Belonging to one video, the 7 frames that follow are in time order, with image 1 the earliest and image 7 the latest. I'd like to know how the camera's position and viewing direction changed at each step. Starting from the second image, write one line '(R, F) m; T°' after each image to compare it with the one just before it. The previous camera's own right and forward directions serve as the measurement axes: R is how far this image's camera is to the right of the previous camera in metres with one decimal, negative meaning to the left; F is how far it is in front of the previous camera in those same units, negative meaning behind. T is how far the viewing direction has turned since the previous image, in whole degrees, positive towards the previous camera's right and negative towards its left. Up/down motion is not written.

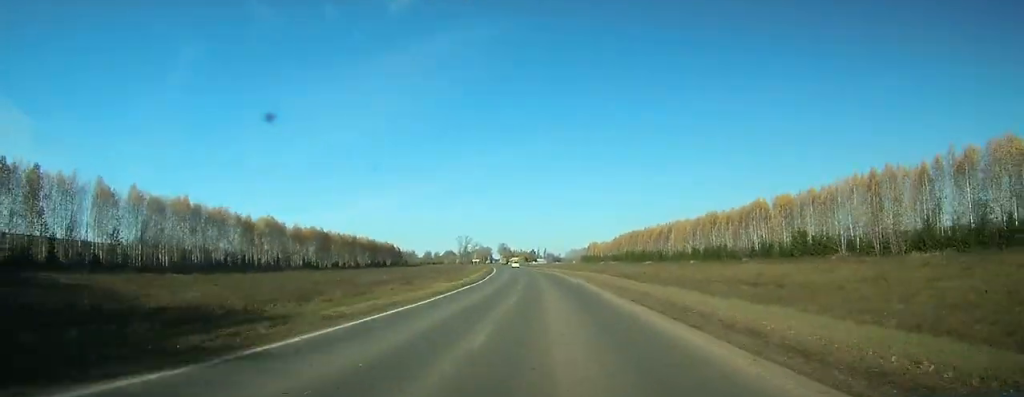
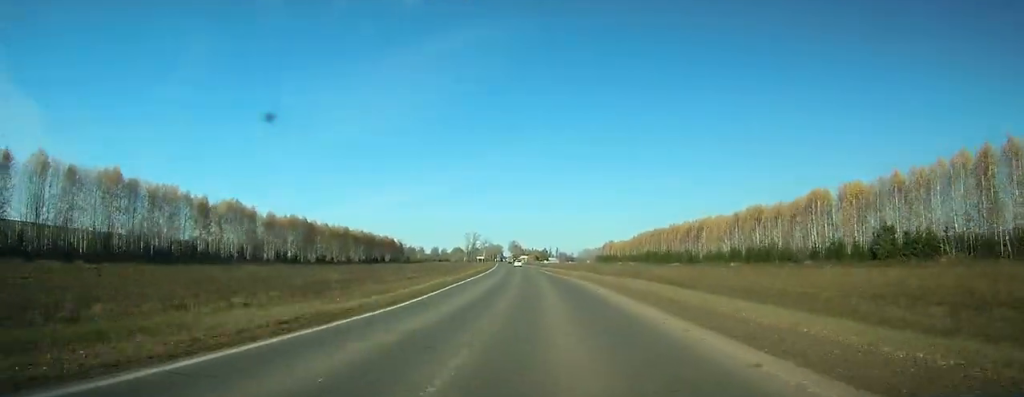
(-0.2, +25.3) m; -1°
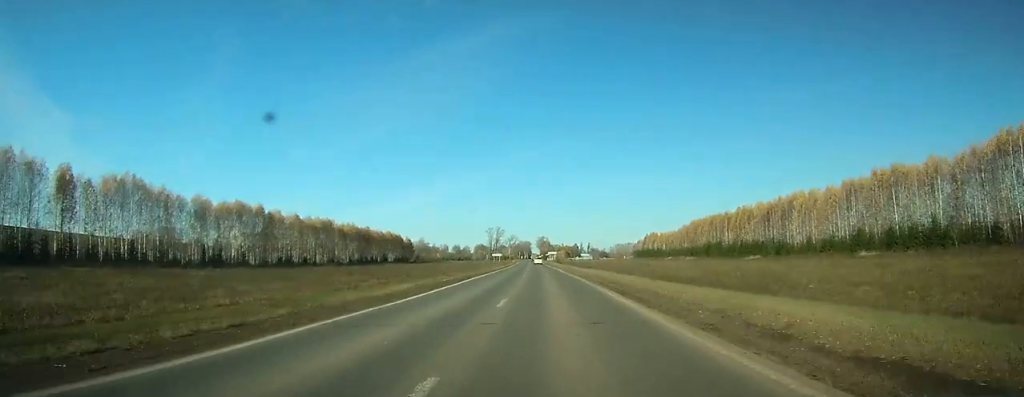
(-0.5, +45.0) m; -1°
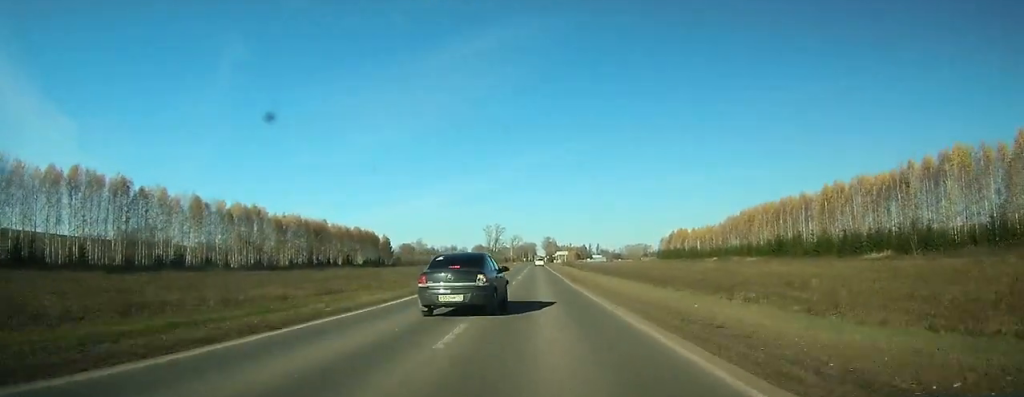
(-0.7, +49.0) m; -1°
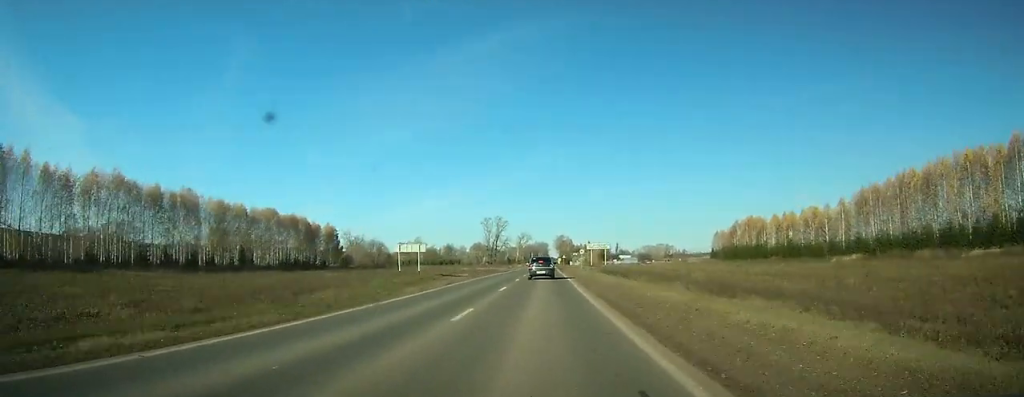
(-1.0, +81.2) m; -1°
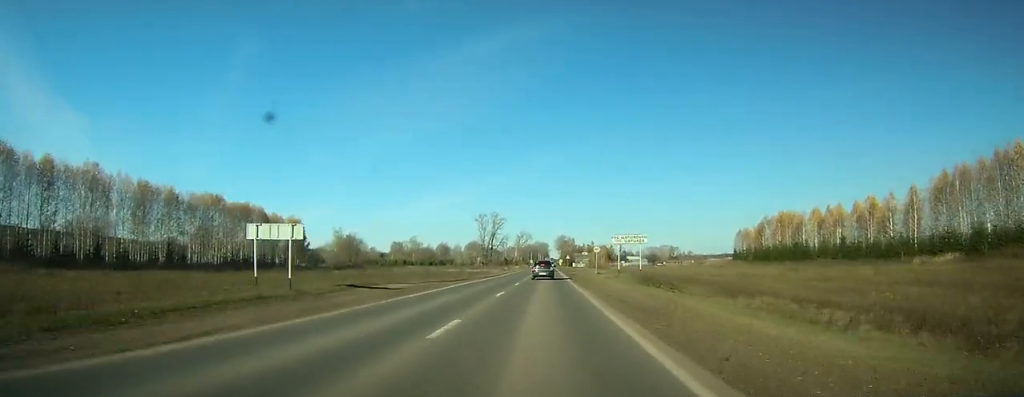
(0.0, +30.1) m; 0°
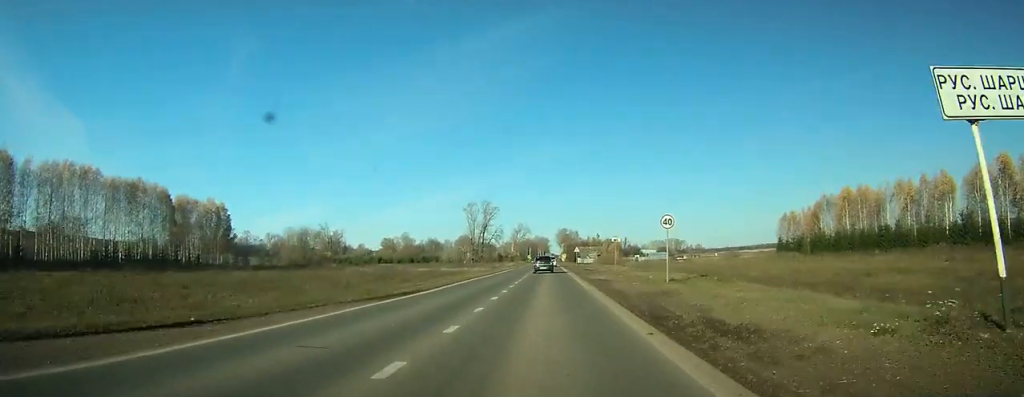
(0.0, +41.4) m; 0°
